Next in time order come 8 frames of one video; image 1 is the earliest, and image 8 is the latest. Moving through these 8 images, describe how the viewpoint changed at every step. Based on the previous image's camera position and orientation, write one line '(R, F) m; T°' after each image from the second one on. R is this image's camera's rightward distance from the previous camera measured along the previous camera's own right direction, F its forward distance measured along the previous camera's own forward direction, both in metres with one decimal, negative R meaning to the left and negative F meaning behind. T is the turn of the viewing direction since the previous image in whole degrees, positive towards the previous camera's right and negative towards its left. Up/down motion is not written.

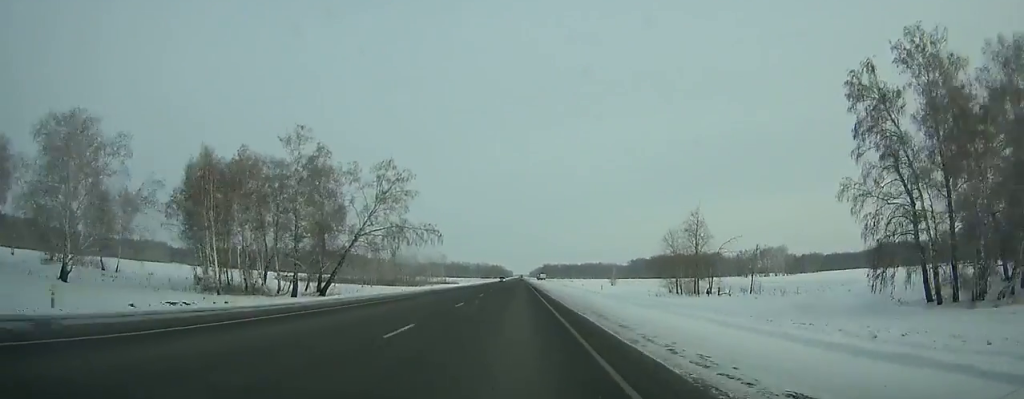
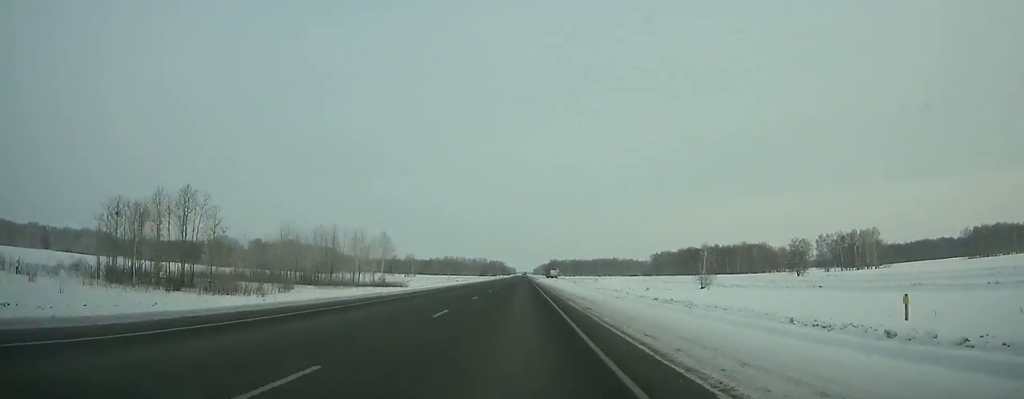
(-0.5, +103.5) m; 0°
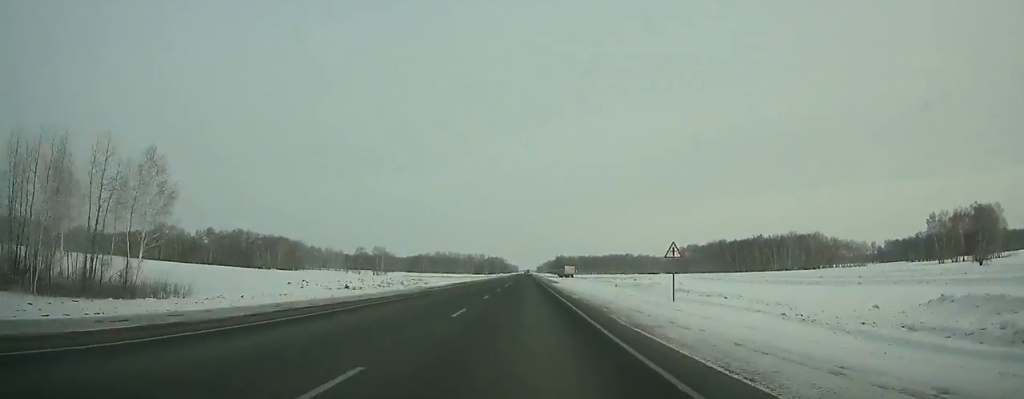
(-0.3, +84.4) m; 0°
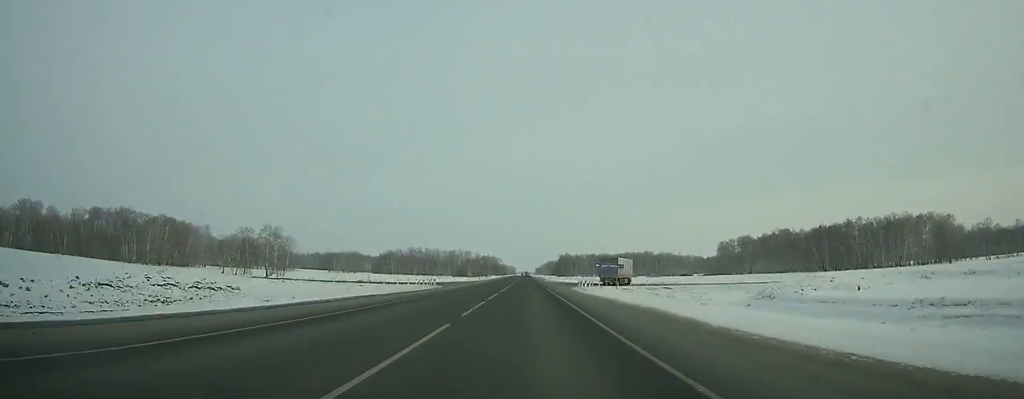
(+0.1, +121.7) m; 0°
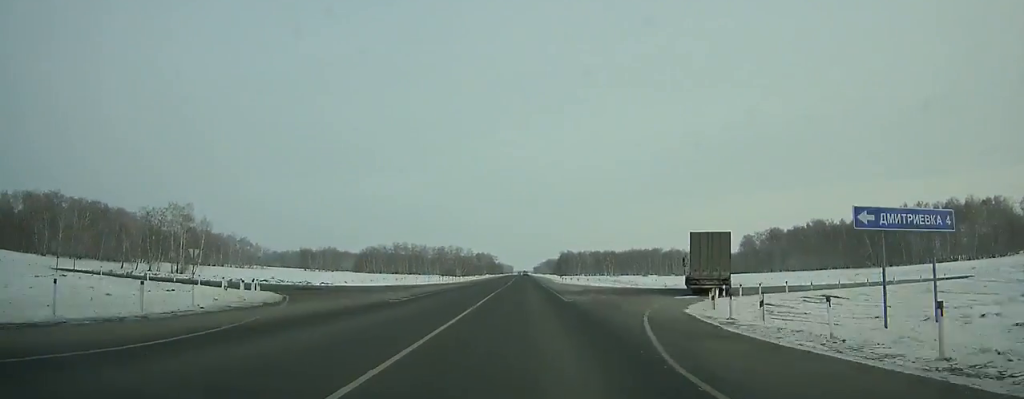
(0.0, +46.8) m; 0°
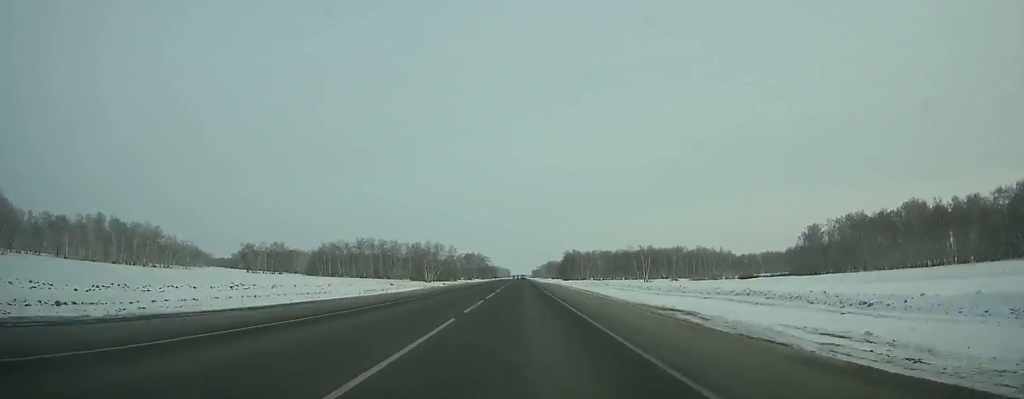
(+0.4, +84.4) m; 0°
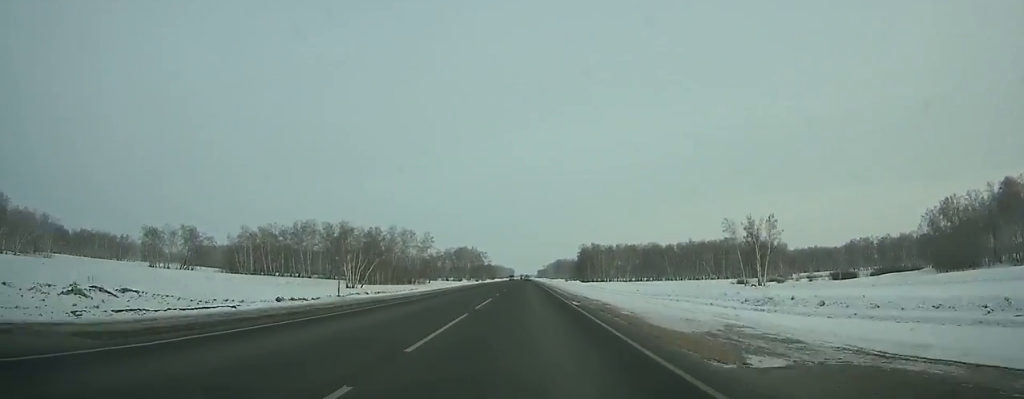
(-0.2, +93.7) m; 0°
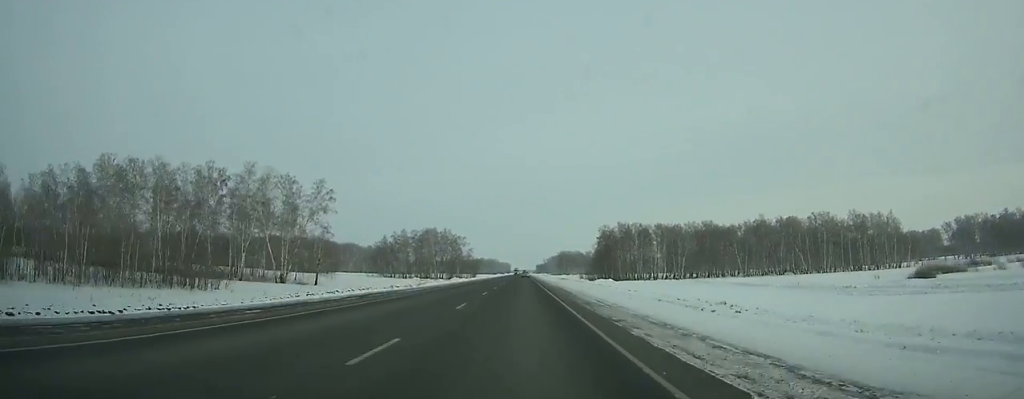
(+0.5, +111.4) m; 0°
